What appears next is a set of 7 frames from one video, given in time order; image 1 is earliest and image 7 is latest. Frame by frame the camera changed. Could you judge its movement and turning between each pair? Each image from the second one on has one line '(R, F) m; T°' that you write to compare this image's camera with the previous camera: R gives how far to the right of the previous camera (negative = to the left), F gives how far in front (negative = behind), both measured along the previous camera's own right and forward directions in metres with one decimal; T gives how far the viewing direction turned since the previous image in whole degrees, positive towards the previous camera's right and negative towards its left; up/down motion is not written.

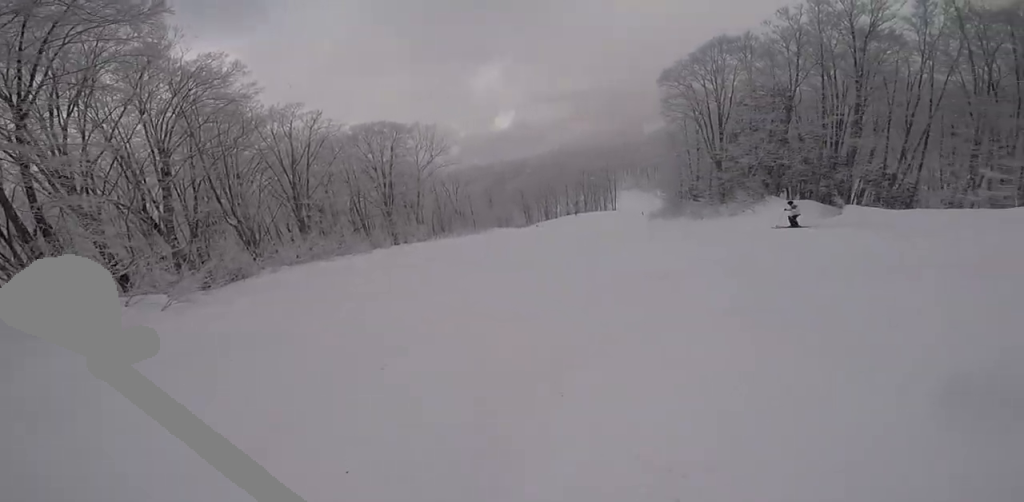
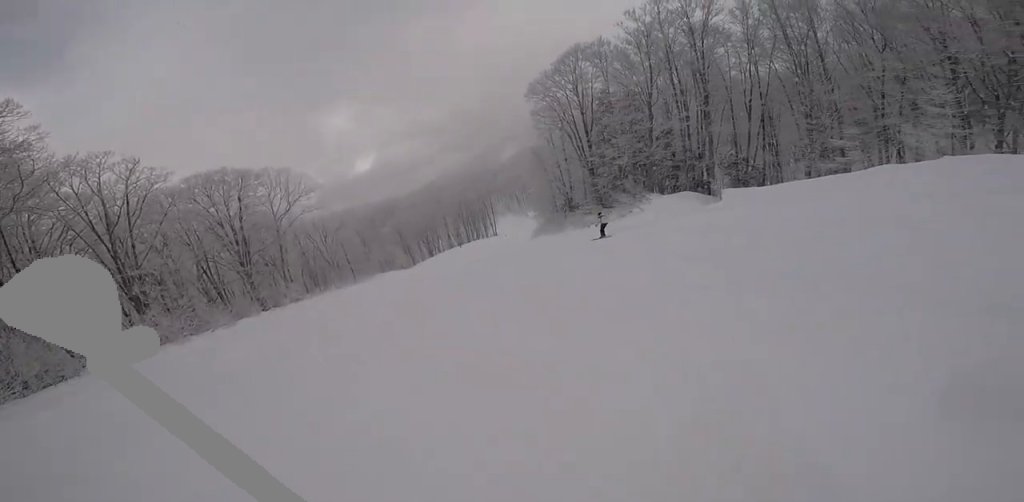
(+0.9, +2.5) m; +29°
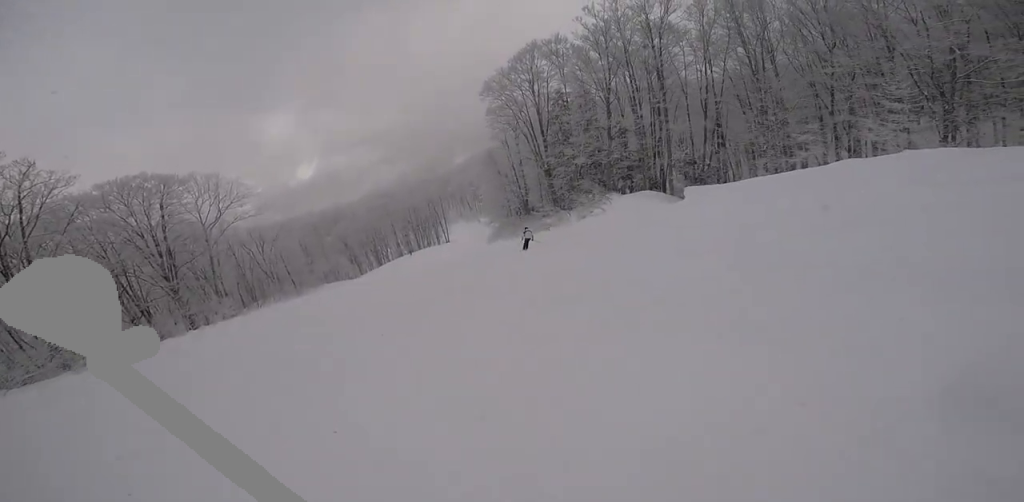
(+0.2, +1.6) m; +10°
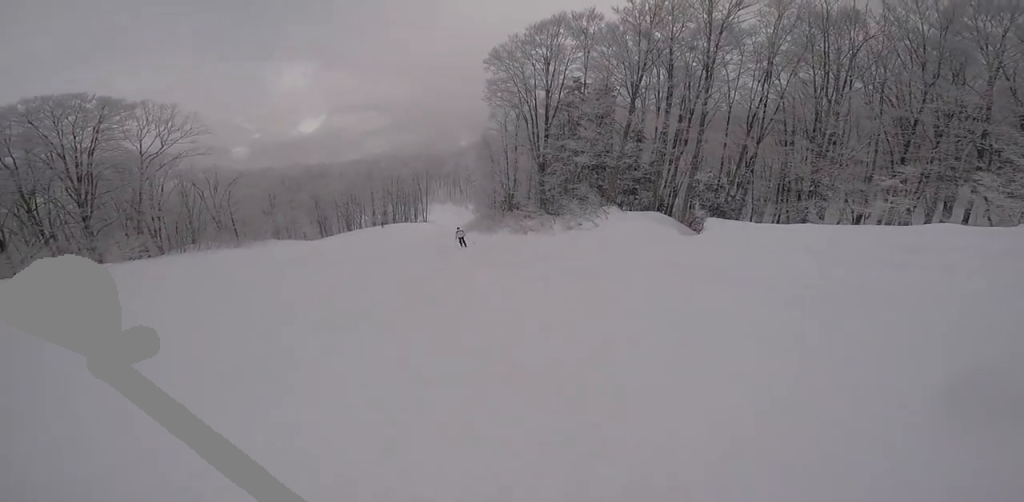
(+0.1, +6.1) m; -18°
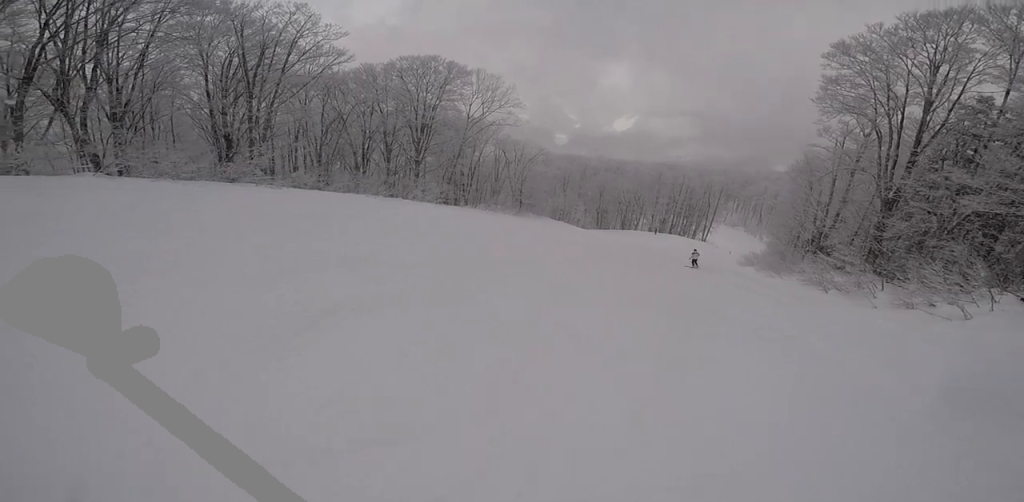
(-0.9, +4.9) m; -43°
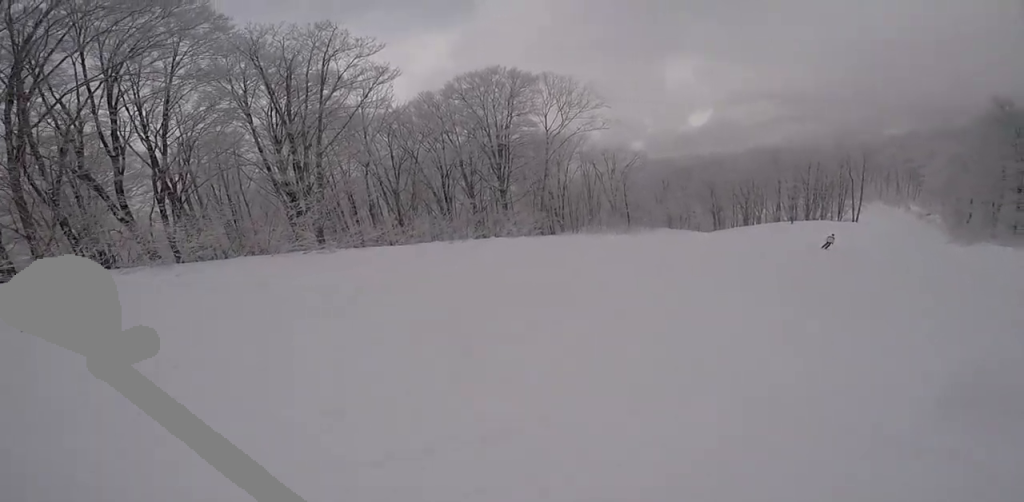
(-2.8, +6.5) m; +1°
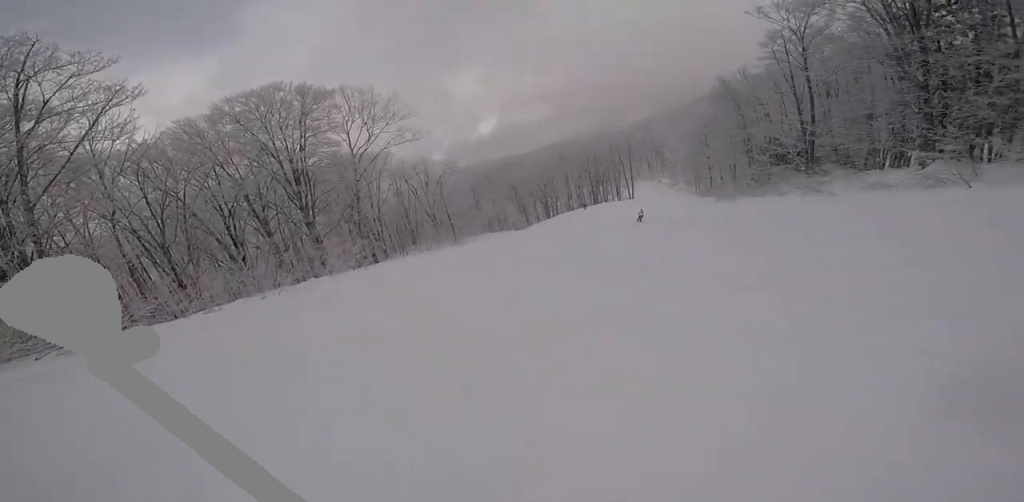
(+0.5, +2.6) m; +22°
